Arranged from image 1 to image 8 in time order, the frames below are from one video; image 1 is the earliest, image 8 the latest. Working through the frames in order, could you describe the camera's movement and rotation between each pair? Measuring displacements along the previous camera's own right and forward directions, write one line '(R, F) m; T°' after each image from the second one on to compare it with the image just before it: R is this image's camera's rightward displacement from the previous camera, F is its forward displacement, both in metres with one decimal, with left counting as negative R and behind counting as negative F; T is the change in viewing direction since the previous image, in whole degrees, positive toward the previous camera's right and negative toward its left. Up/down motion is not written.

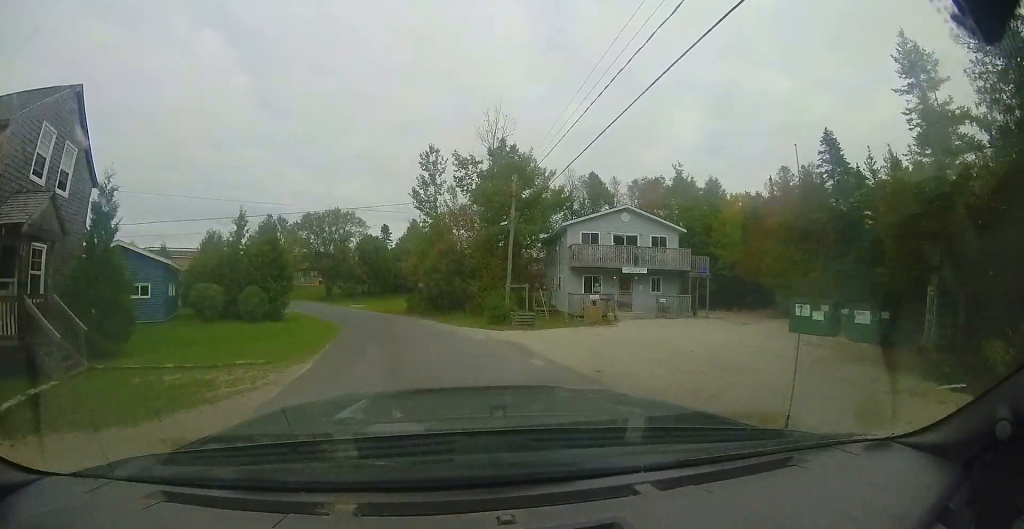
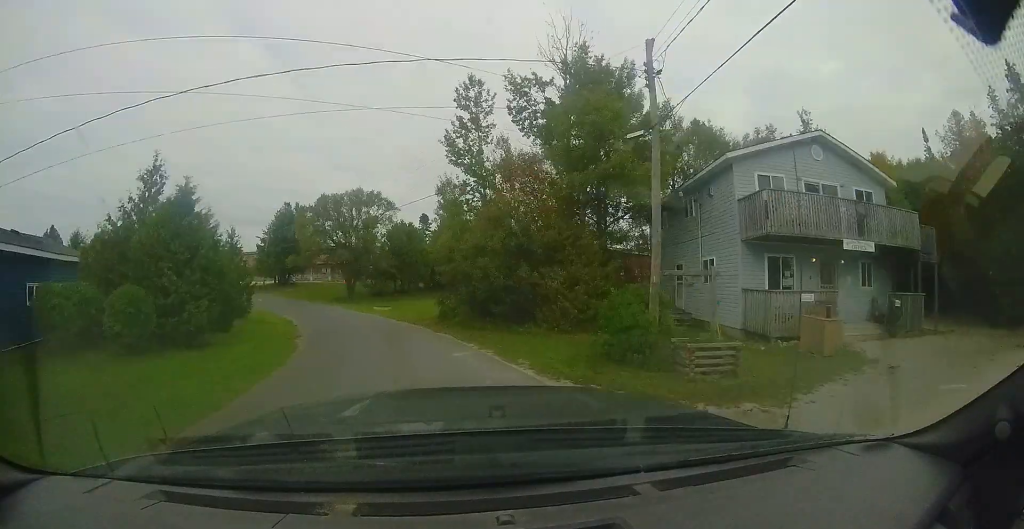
(+0.2, +5.0) m; -4°
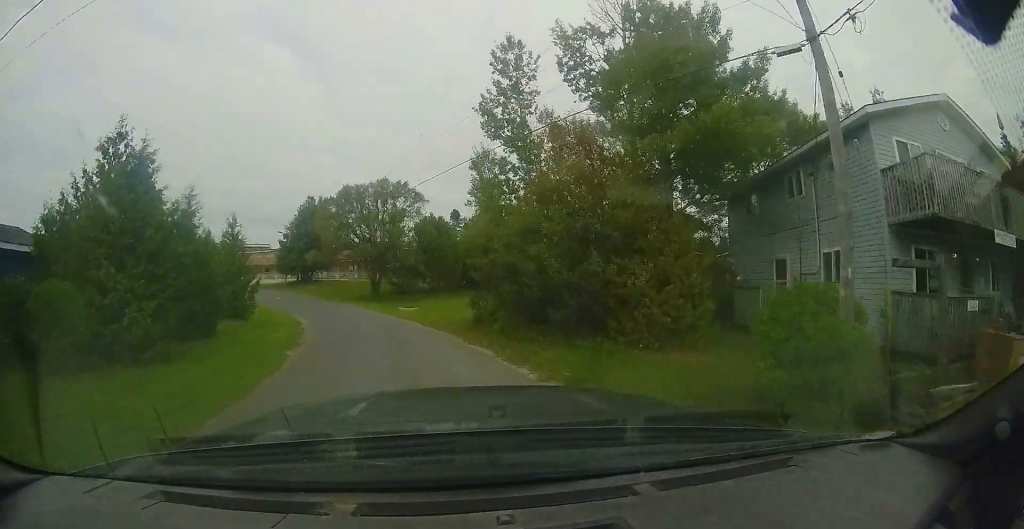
(-0.5, +4.1) m; -6°
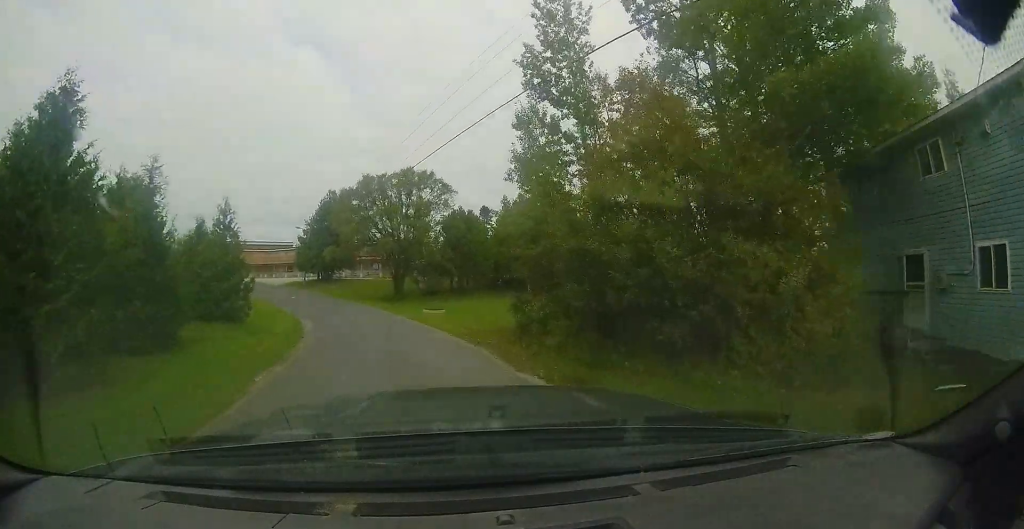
(-0.1, +4.1) m; -6°
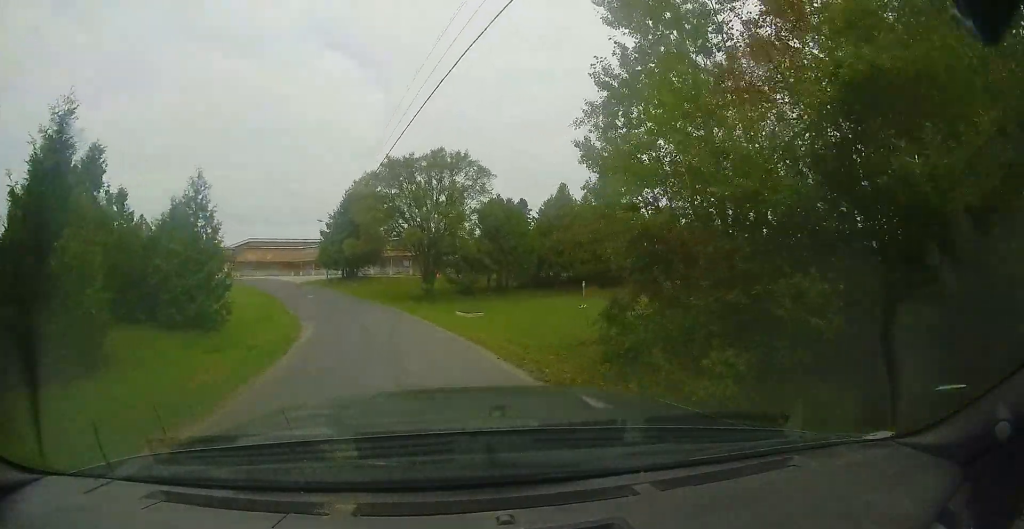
(-0.4, +5.1) m; -5°
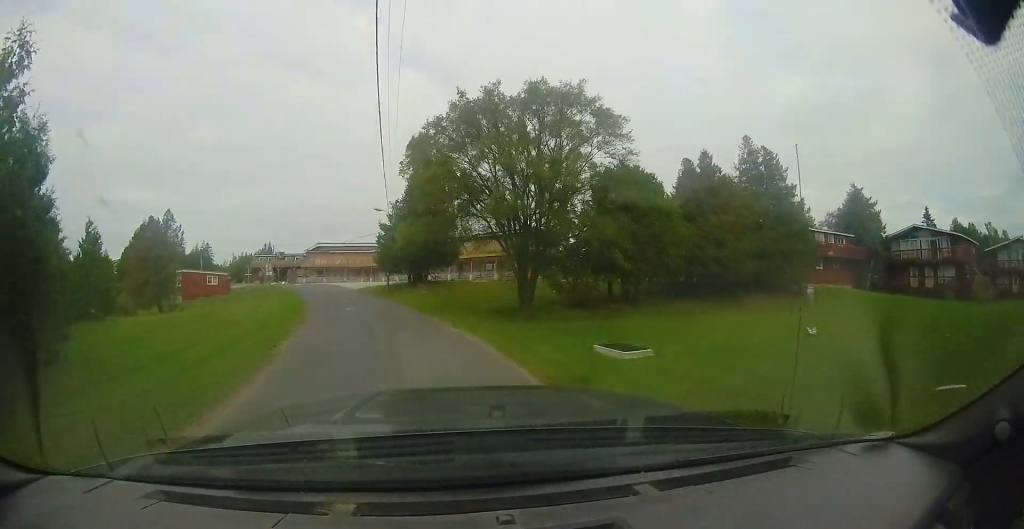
(-1.0, +10.8) m; -15°
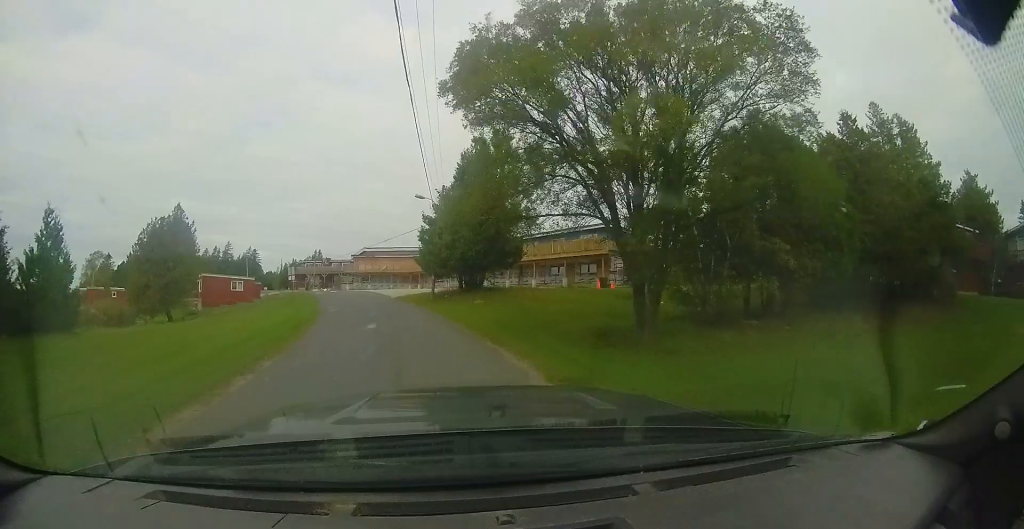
(-0.9, +6.7) m; -9°
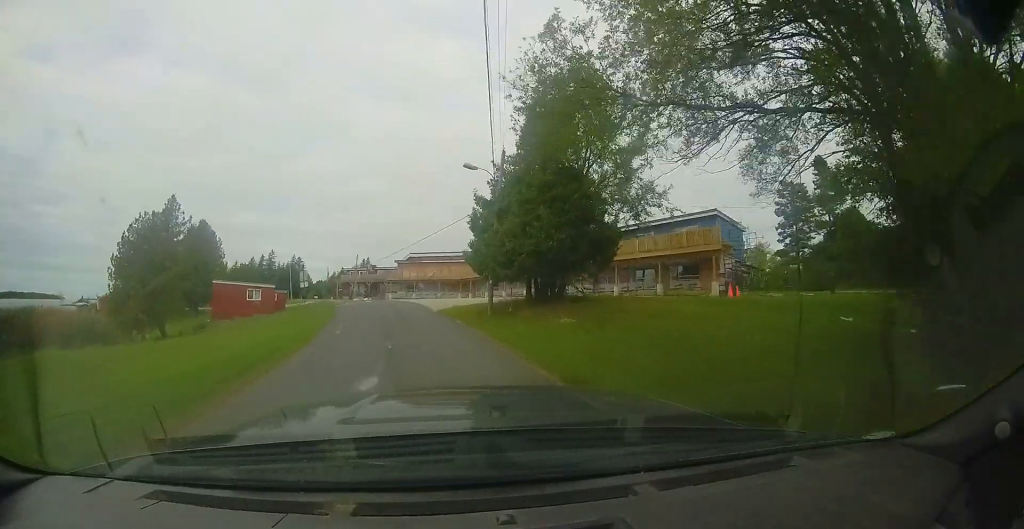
(-0.3, +7.2) m; -9°
